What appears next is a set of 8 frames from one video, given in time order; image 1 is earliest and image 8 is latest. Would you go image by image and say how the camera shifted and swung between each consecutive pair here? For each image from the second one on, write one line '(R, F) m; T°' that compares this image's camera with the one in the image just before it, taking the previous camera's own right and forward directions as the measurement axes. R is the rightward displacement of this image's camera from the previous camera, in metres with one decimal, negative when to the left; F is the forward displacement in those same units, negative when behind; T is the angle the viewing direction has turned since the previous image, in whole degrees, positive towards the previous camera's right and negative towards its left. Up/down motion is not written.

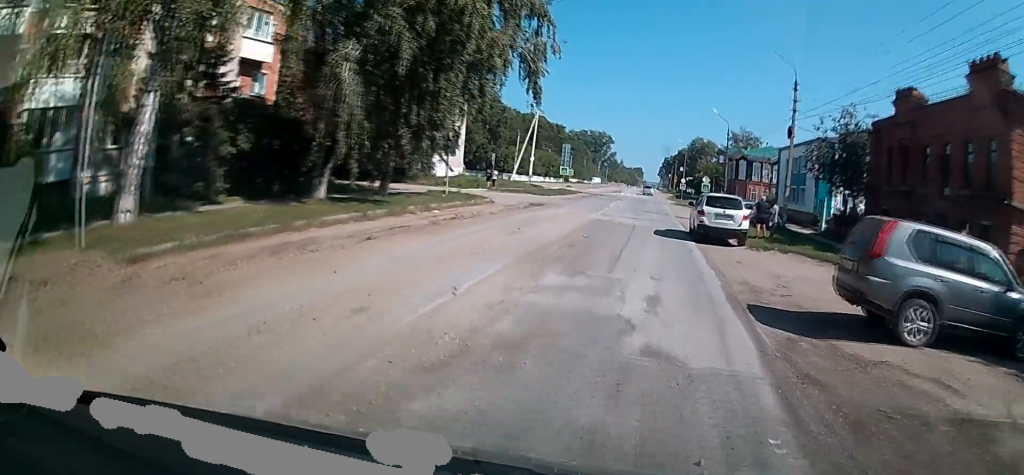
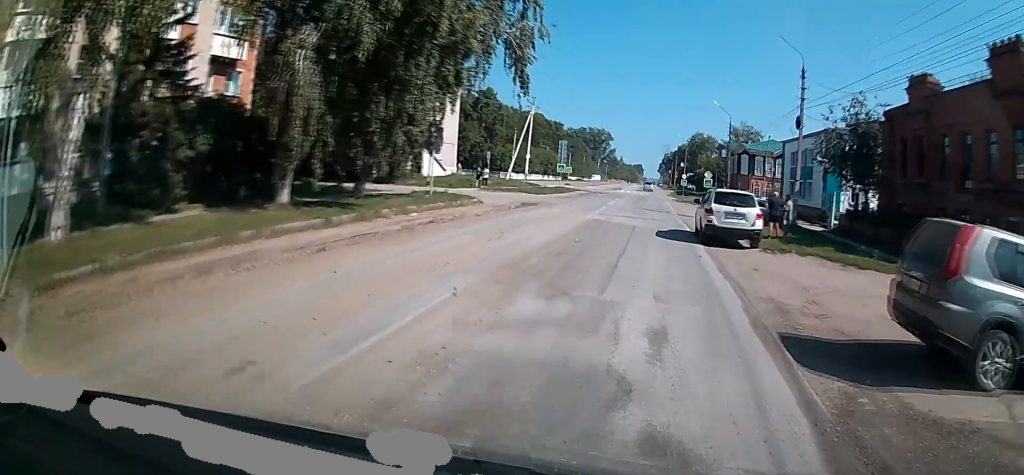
(0.0, +2.1) m; 0°
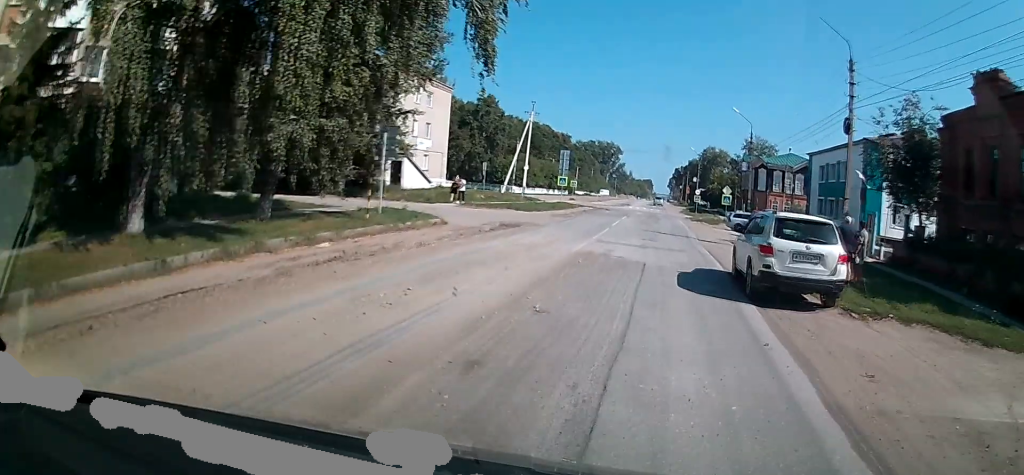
(0.0, +6.6) m; 0°
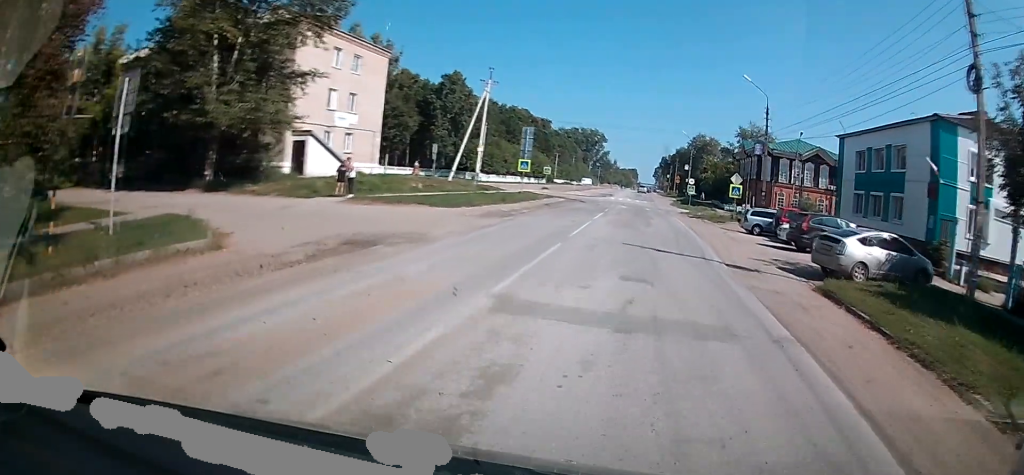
(+0.1, +12.2) m; +2°
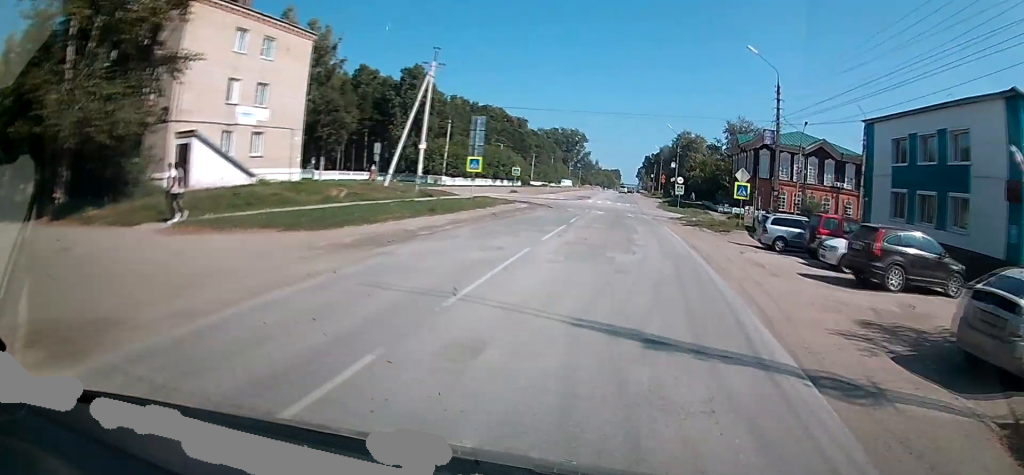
(+0.1, +9.0) m; +1°
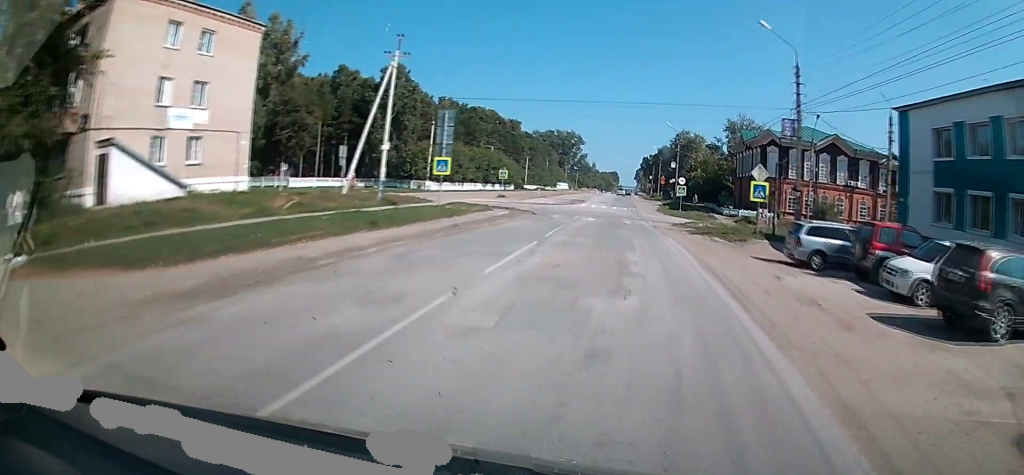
(0.0, +5.4) m; 0°
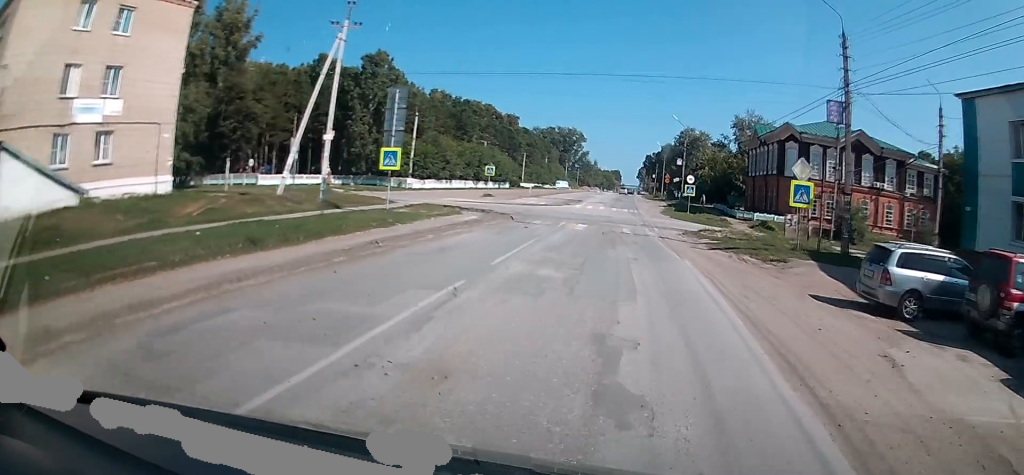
(0.0, +6.7) m; 0°
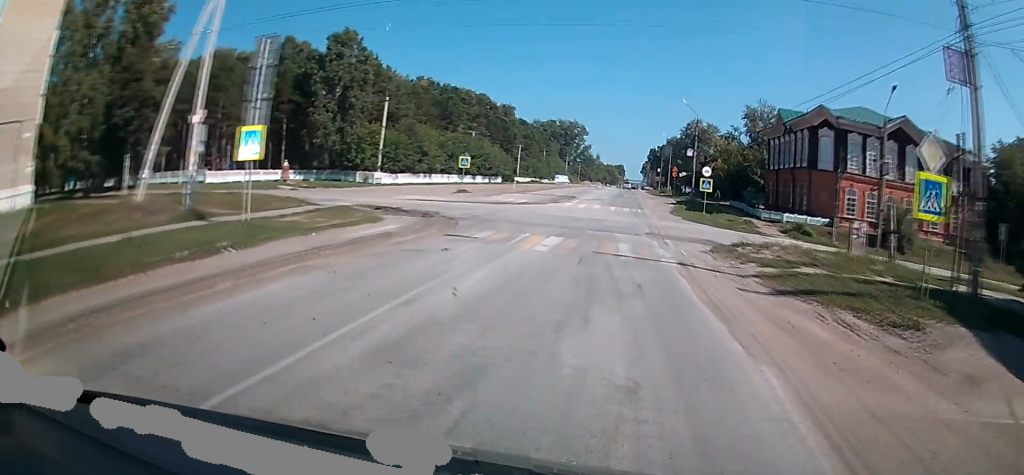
(-0.1, +9.5) m; -1°
